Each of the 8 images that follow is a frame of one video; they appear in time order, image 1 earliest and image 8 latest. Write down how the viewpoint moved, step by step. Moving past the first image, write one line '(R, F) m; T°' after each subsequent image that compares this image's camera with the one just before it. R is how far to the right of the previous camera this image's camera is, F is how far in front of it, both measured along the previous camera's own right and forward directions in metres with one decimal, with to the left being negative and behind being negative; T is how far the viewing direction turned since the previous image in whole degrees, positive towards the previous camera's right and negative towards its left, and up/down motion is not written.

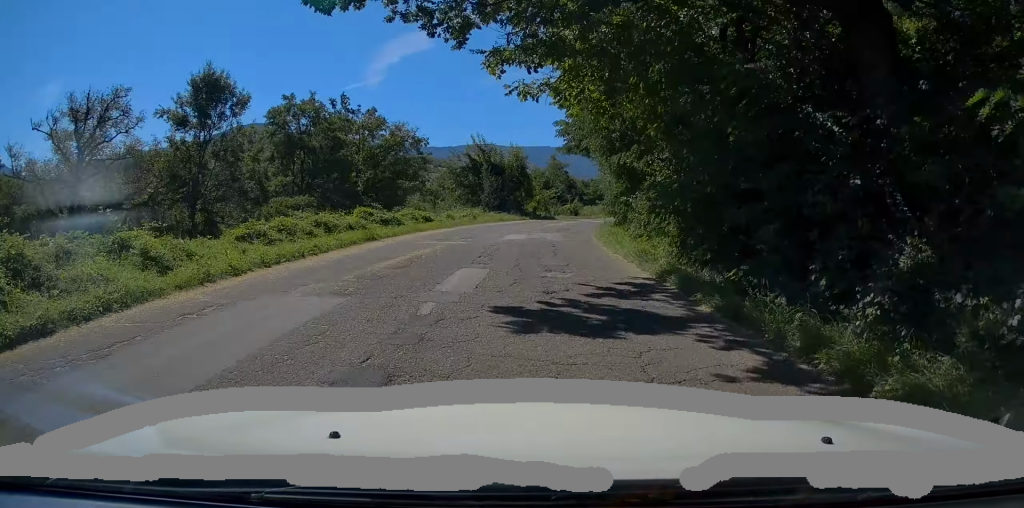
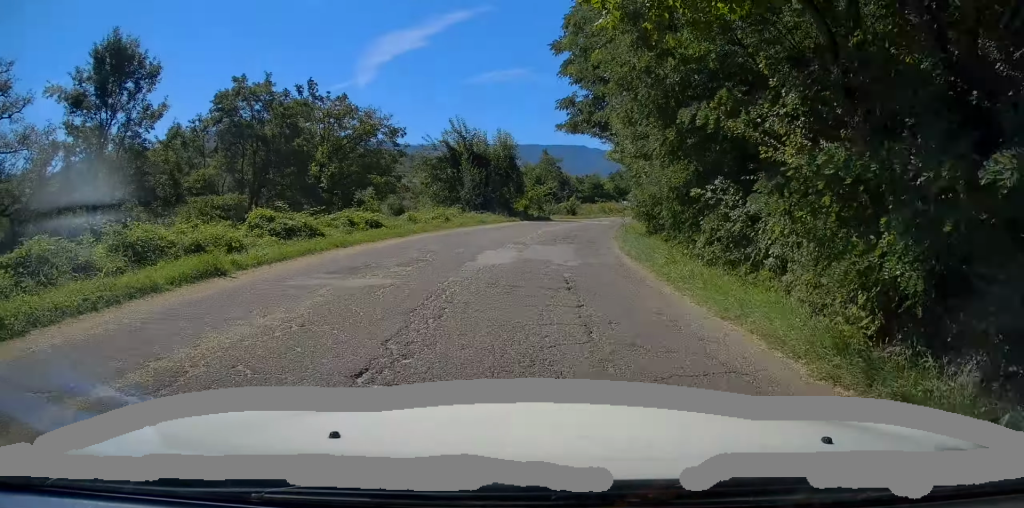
(-0.2, +9.1) m; 0°
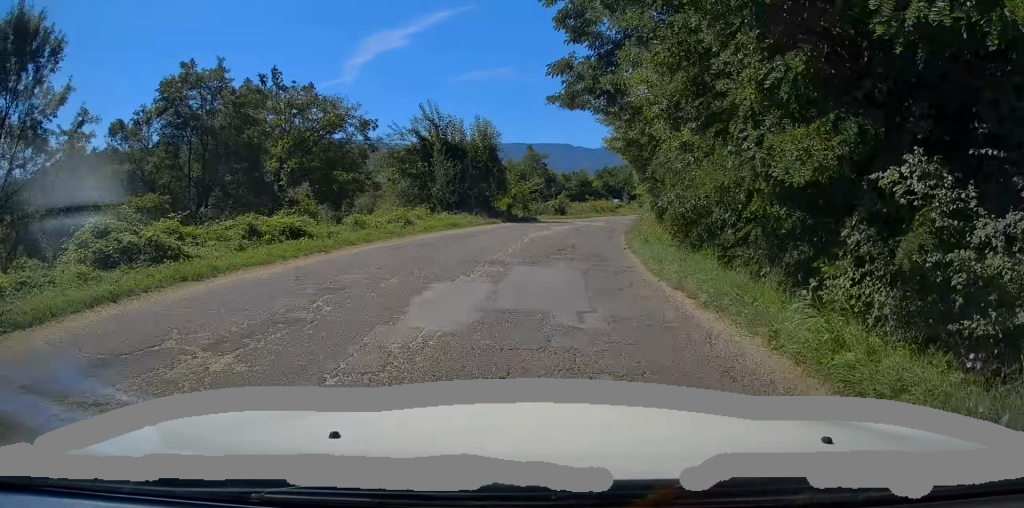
(0.0, +6.2) m; +1°
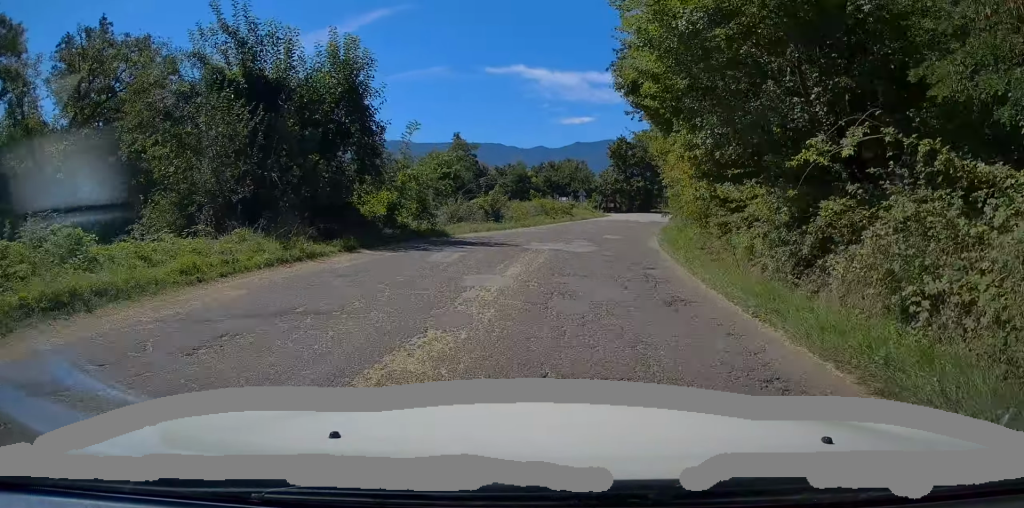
(+1.1, +20.2) m; +8°
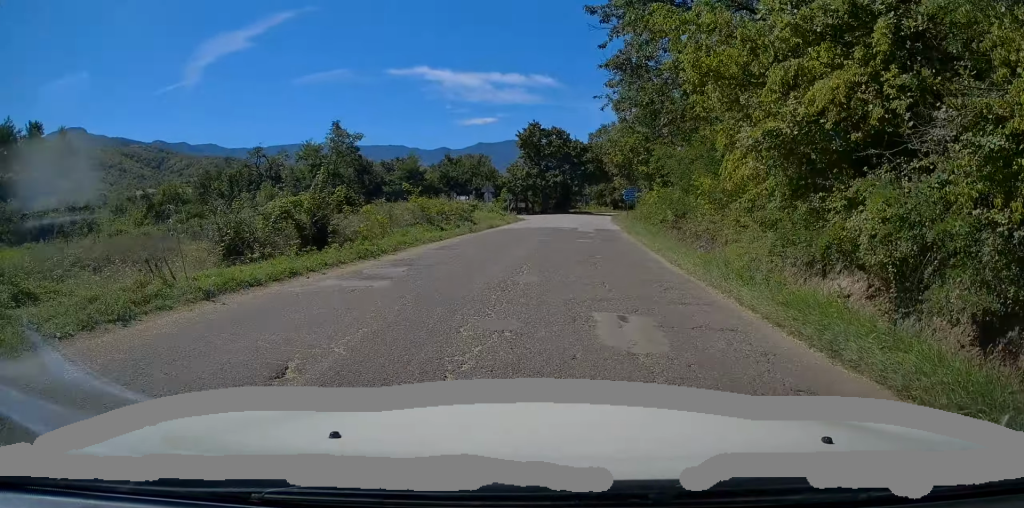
(+1.1, +17.1) m; +8°
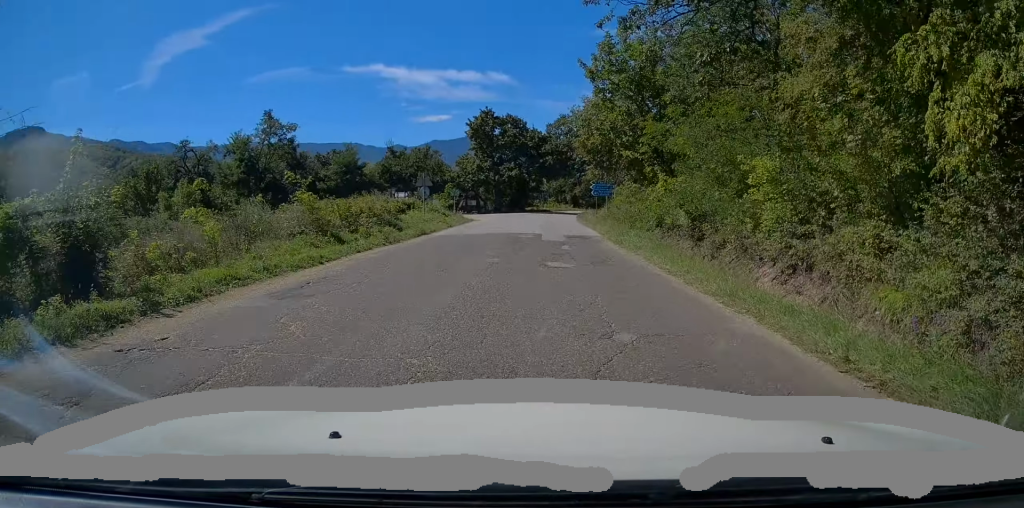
(+0.4, +8.4) m; +3°
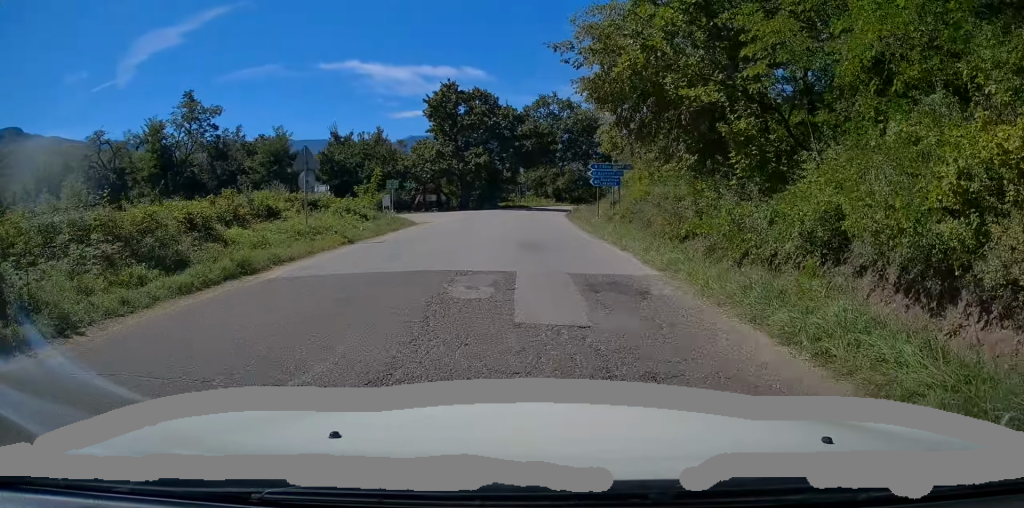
(+0.5, +13.7) m; +2°
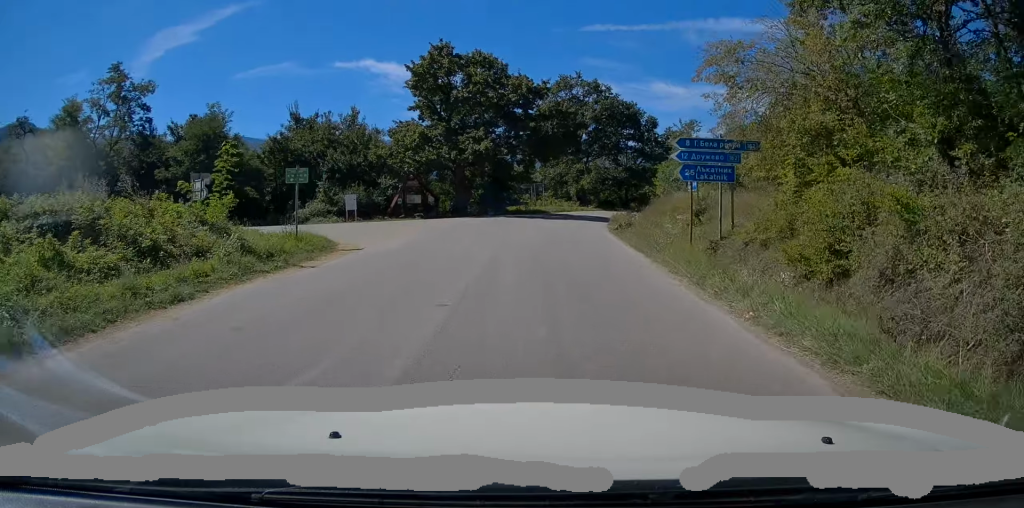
(-0.1, +15.3) m; -2°
